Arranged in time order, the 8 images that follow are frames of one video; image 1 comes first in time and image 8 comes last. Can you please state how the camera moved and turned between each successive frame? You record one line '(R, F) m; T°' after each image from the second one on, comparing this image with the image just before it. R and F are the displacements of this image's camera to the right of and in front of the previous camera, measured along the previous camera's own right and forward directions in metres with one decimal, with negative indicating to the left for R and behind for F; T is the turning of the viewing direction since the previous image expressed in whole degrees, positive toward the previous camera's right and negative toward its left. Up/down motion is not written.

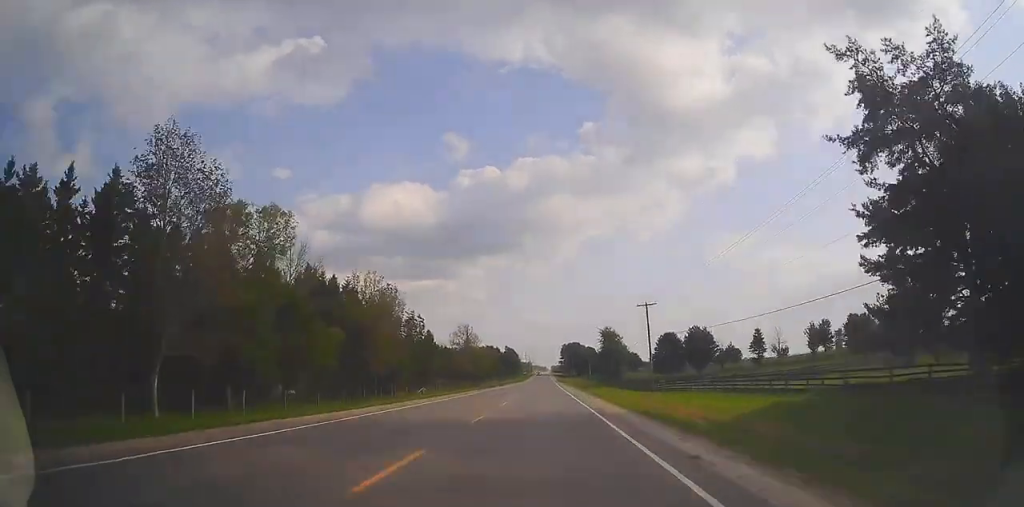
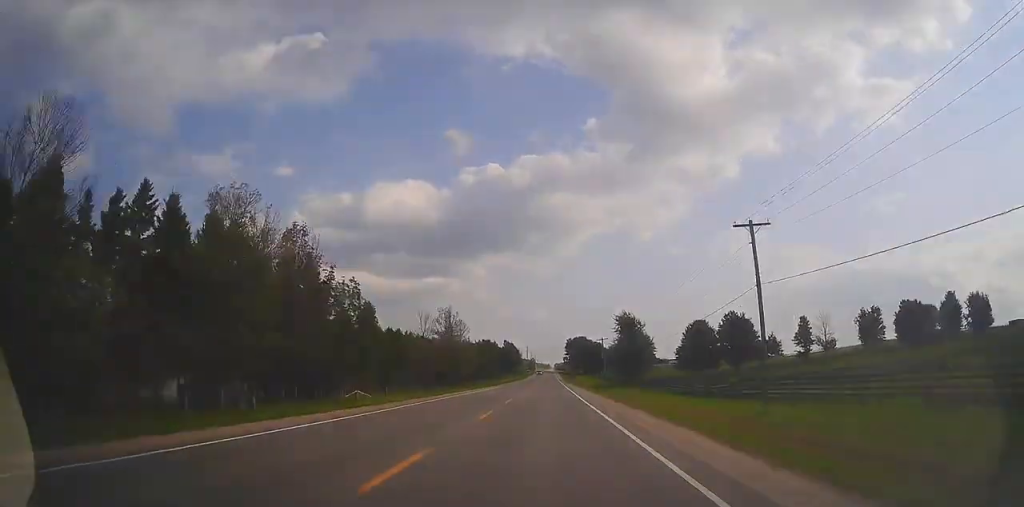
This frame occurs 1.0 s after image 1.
(-0.1, +27.0) m; 0°
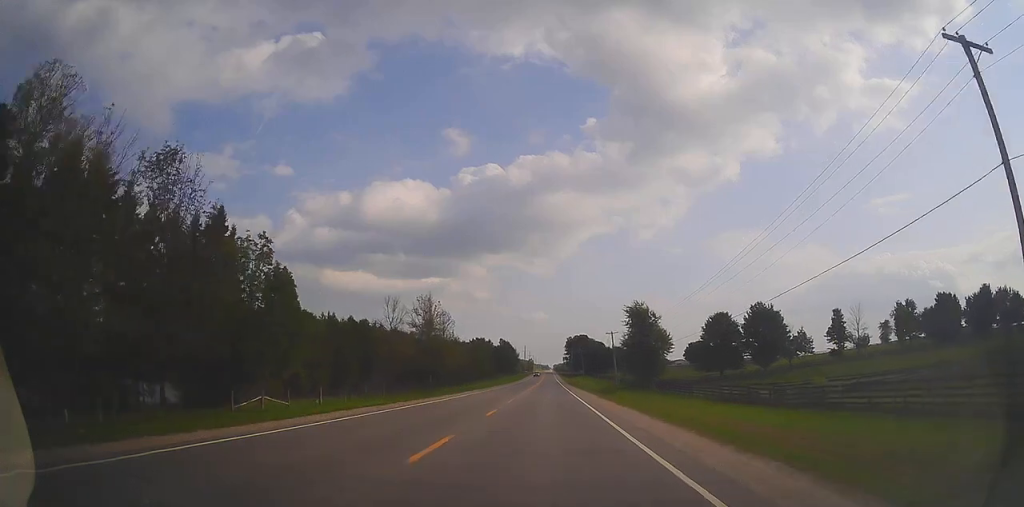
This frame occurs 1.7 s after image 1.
(-0.1, +16.4) m; 0°
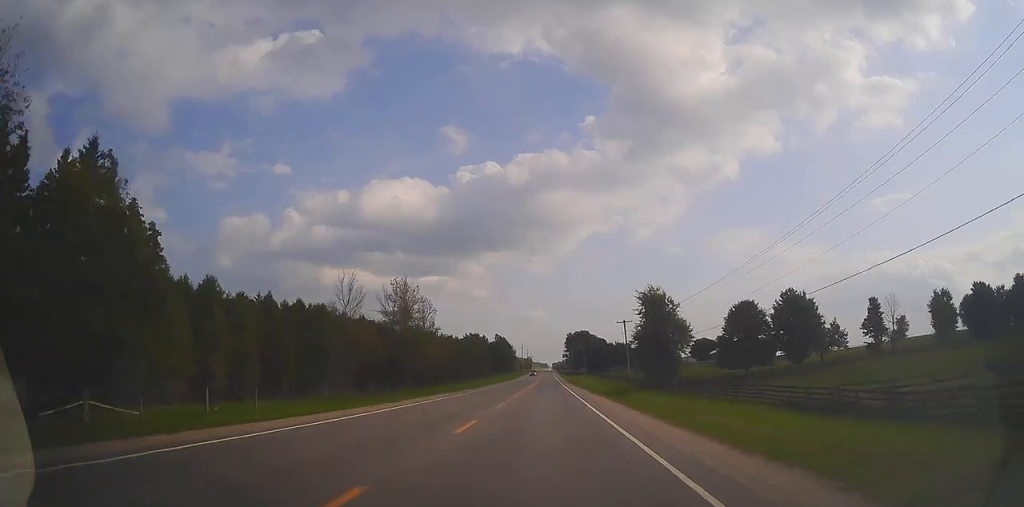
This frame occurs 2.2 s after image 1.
(+0.2, +13.9) m; 0°
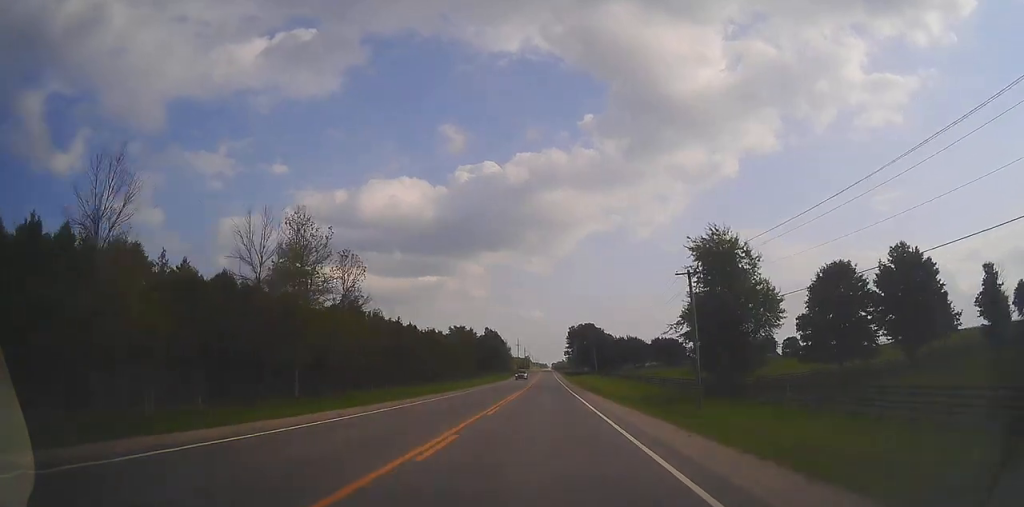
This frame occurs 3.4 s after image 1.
(-0.4, +31.2) m; 0°
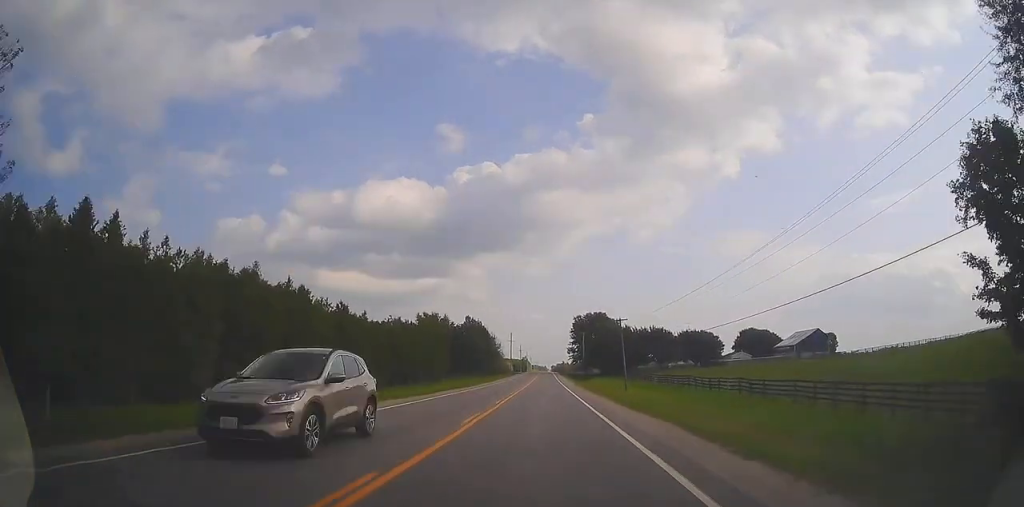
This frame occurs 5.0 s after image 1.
(+0.7, +40.8) m; +2°
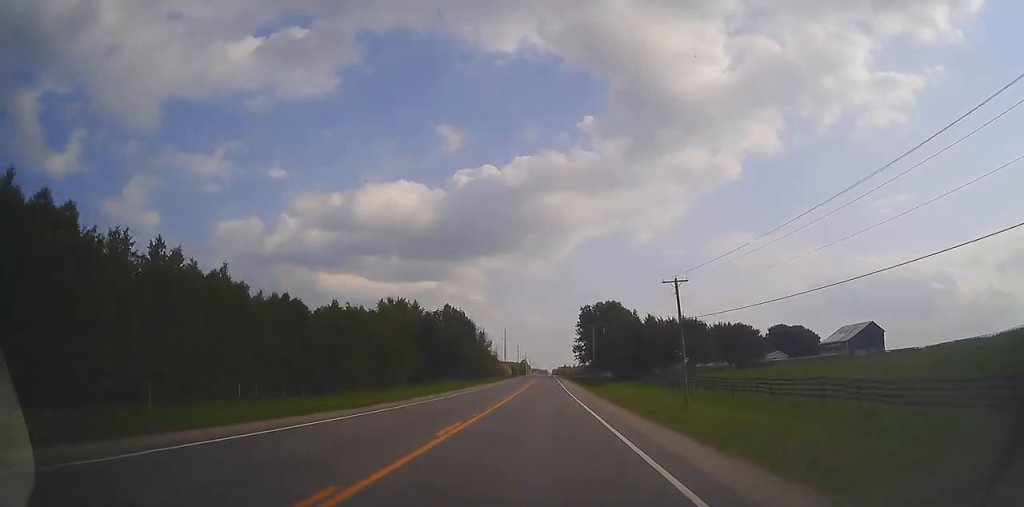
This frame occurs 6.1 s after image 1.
(0.0, +29.5) m; 0°
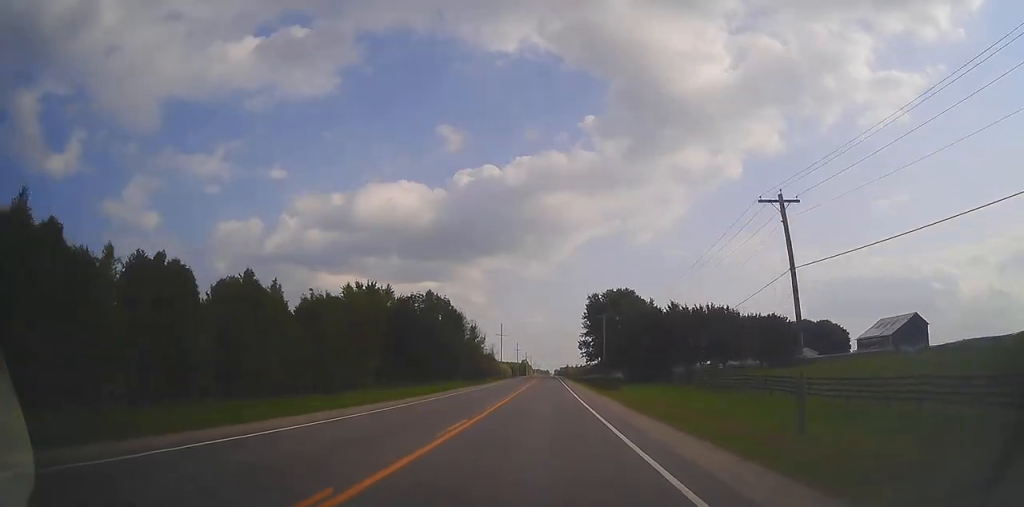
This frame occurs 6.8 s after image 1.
(0.0, +17.3) m; 0°
